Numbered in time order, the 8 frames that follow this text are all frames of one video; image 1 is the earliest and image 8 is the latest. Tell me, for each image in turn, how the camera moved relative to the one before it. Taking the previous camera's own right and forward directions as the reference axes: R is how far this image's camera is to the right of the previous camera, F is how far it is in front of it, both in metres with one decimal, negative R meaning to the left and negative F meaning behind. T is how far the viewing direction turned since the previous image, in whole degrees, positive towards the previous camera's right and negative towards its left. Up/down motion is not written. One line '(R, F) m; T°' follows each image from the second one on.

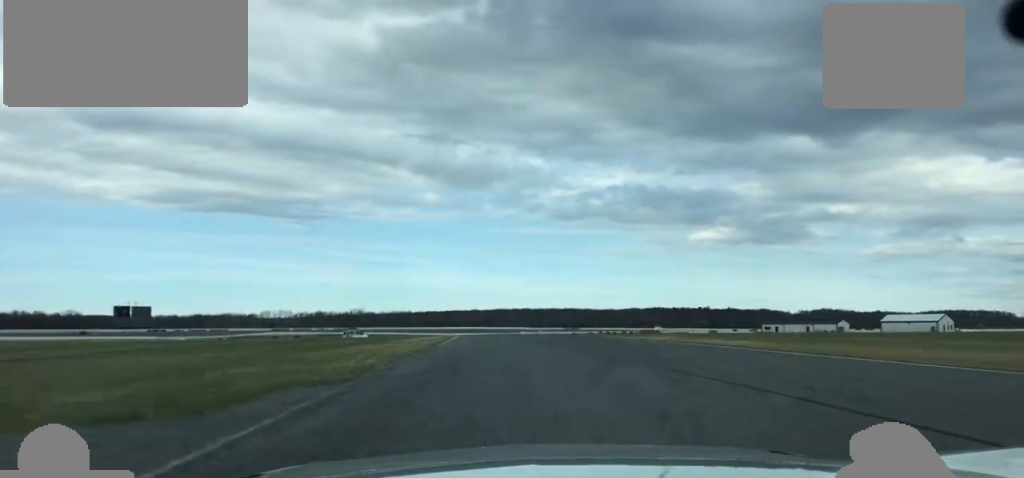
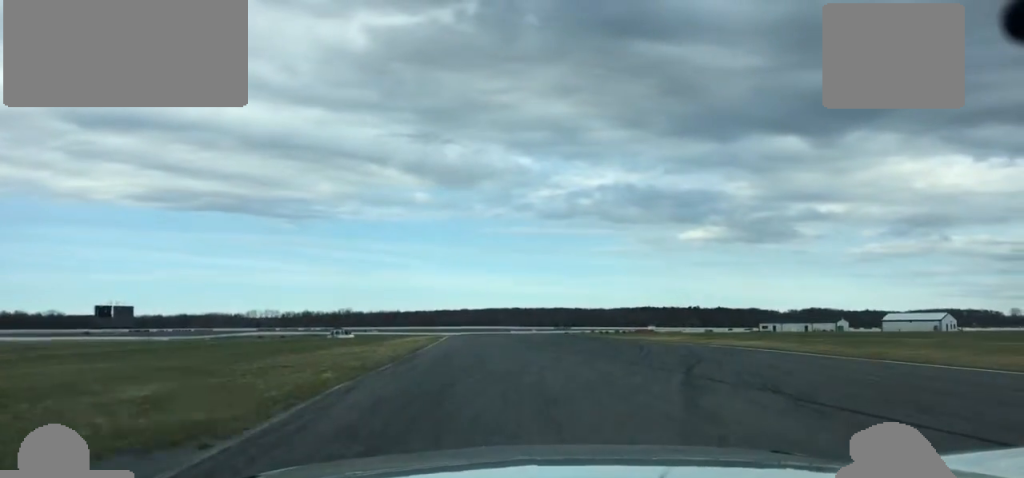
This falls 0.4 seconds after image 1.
(+0.2, +8.2) m; +1°
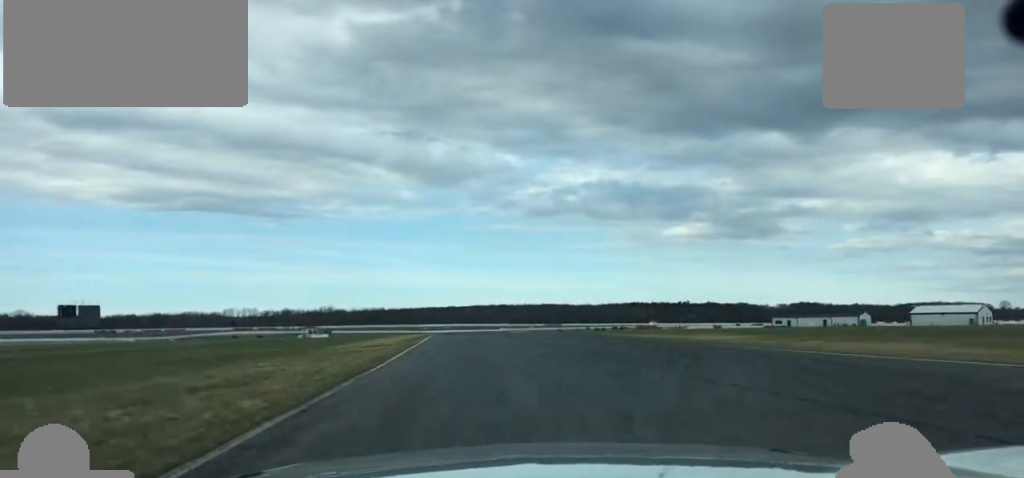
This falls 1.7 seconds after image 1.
(-0.4, +23.7) m; -1°
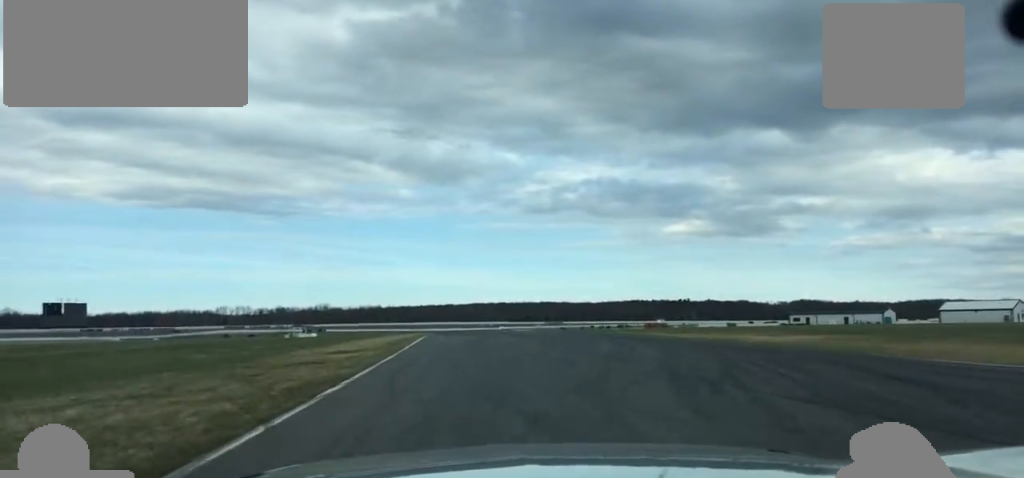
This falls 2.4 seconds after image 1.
(-0.2, +14.7) m; +2°
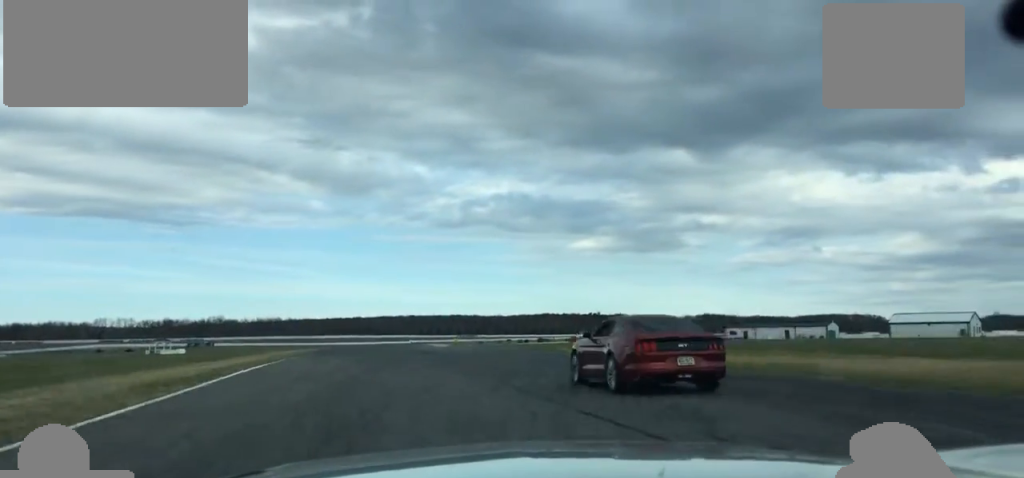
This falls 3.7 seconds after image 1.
(+1.6, +28.7) m; +4°
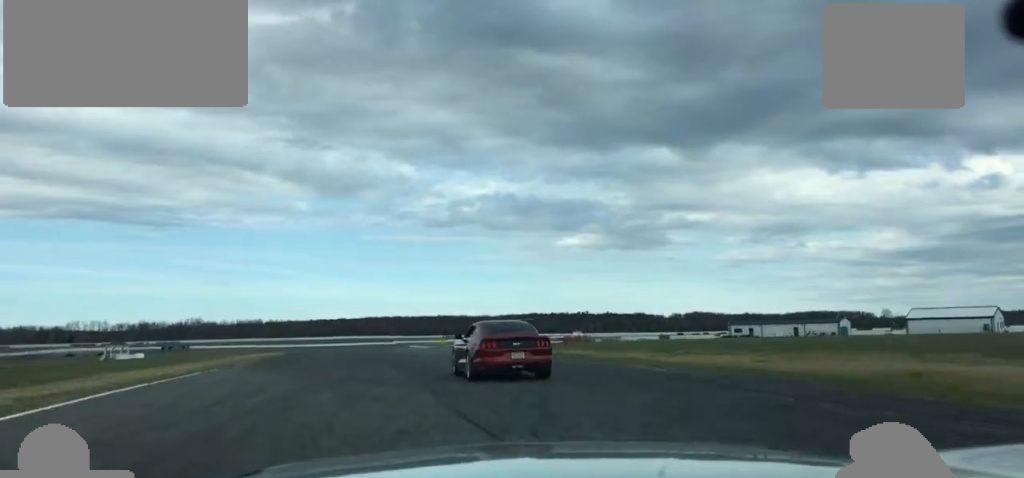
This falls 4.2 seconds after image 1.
(+0.1, +12.6) m; +1°
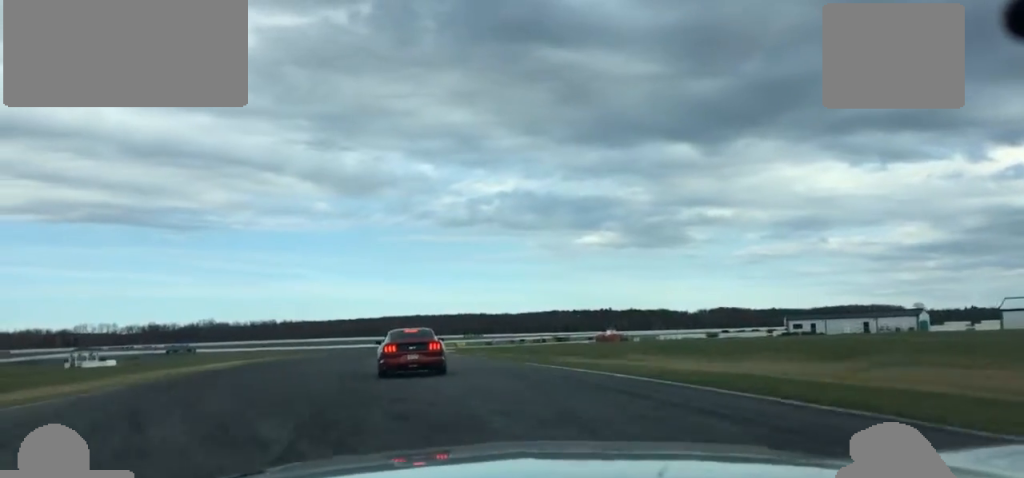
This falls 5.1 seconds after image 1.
(+0.1, +21.5) m; -1°
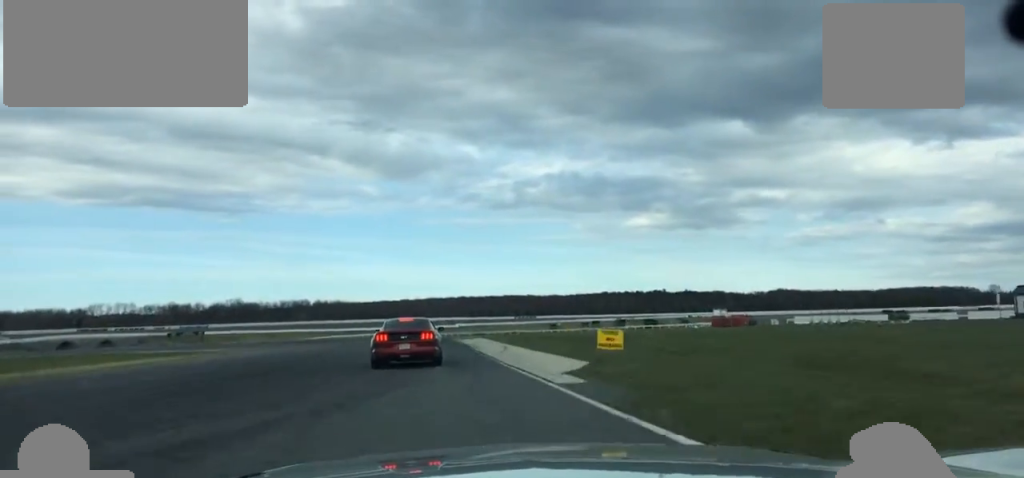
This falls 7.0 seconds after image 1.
(-1.2, +52.2) m; -2°
